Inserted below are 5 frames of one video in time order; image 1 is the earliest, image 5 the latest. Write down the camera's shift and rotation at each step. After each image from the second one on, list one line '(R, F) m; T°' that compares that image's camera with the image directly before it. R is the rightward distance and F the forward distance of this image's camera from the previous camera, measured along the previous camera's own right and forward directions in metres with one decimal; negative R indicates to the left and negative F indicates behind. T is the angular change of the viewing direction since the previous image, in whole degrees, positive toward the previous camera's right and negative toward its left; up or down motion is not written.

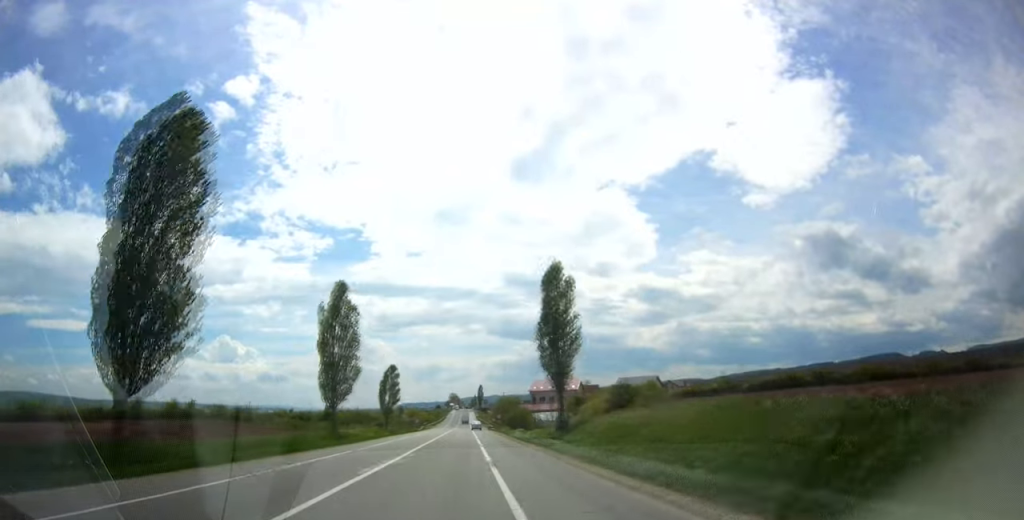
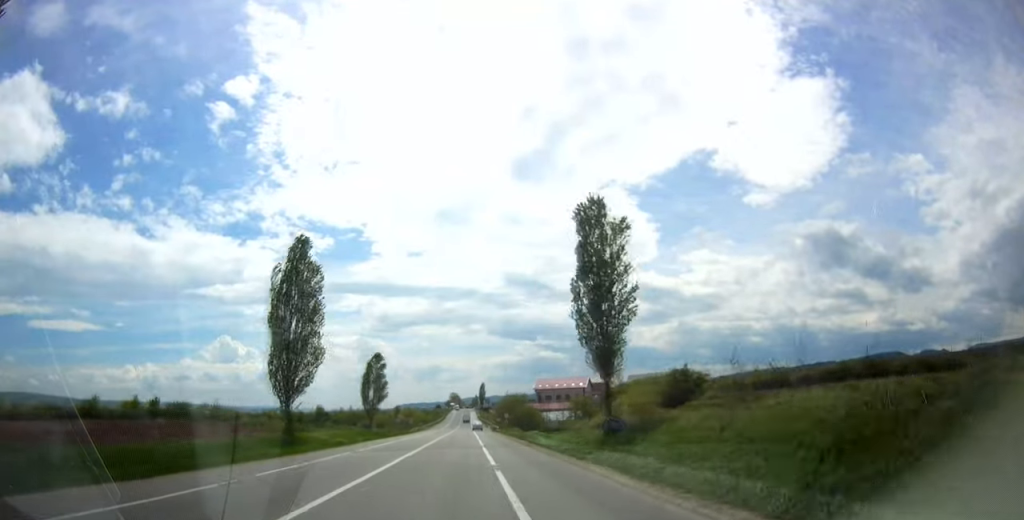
(0.0, +16.5) m; 0°
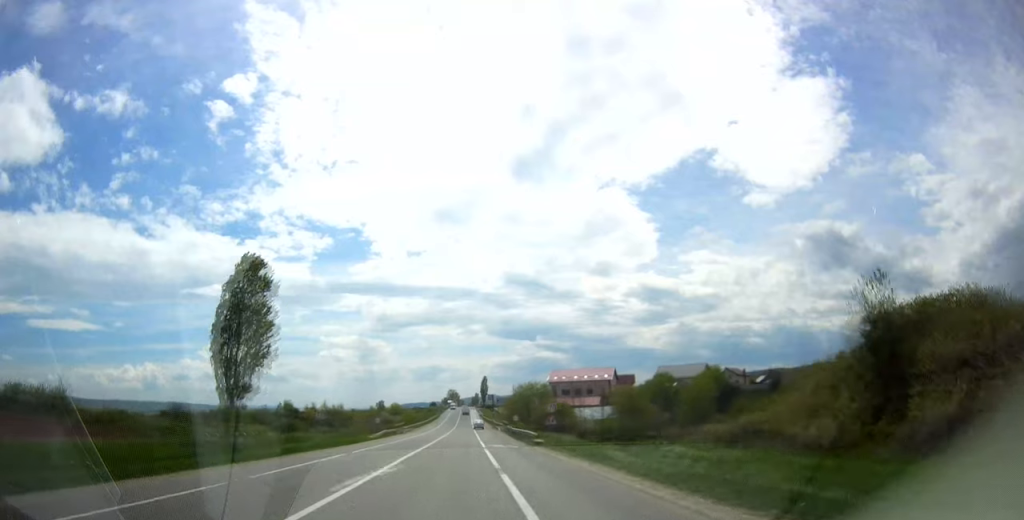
(0.0, +45.6) m; 0°
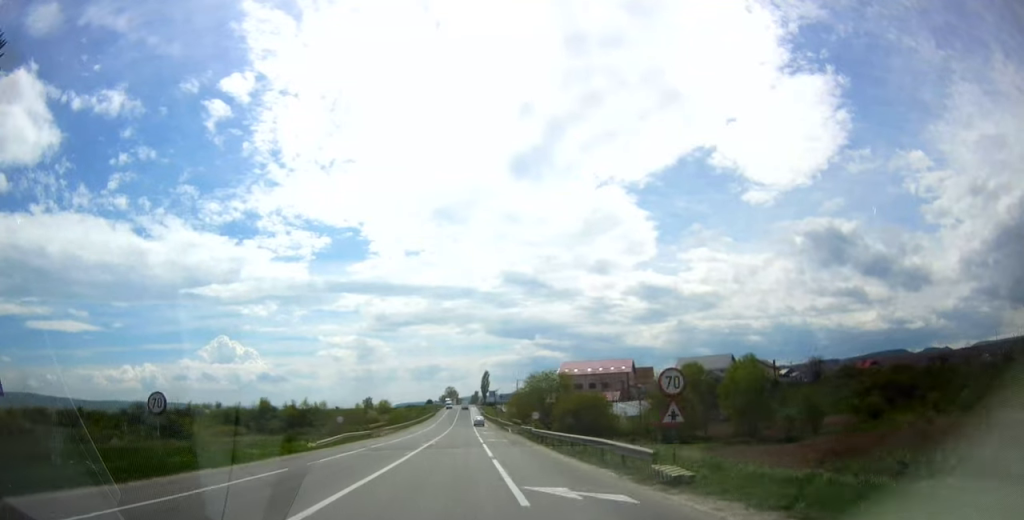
(0.0, +24.0) m; 0°
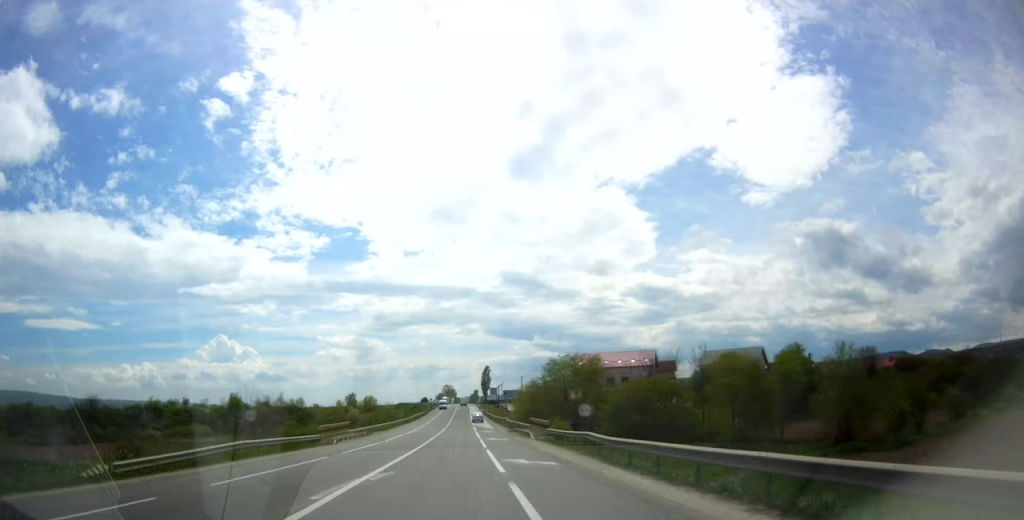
(+0.3, +24.0) m; +1°
